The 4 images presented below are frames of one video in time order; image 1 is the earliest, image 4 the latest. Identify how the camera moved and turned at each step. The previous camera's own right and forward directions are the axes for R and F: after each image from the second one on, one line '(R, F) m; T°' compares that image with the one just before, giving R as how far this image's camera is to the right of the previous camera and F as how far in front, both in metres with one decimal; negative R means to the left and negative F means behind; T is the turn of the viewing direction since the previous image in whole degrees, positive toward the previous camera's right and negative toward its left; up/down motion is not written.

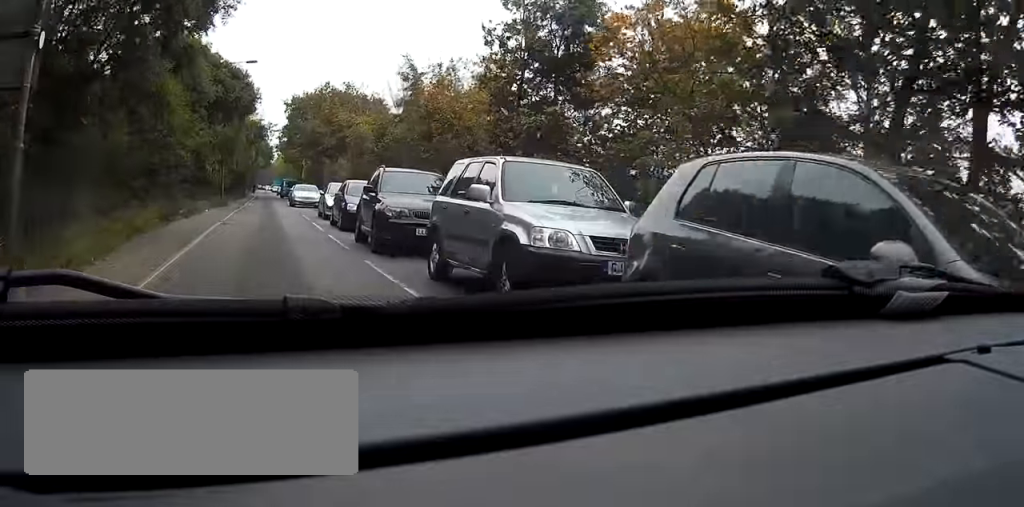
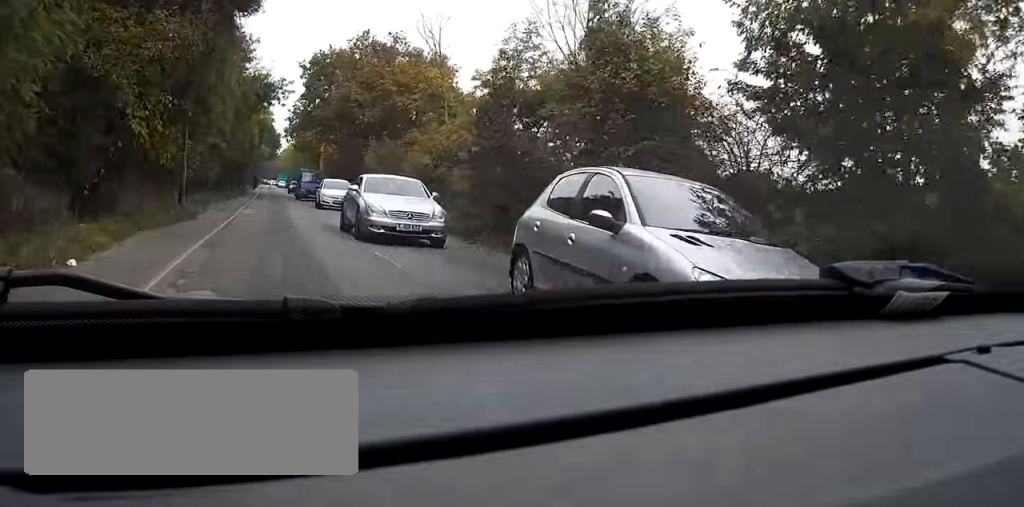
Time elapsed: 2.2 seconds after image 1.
(+0.9, +22.8) m; +2°
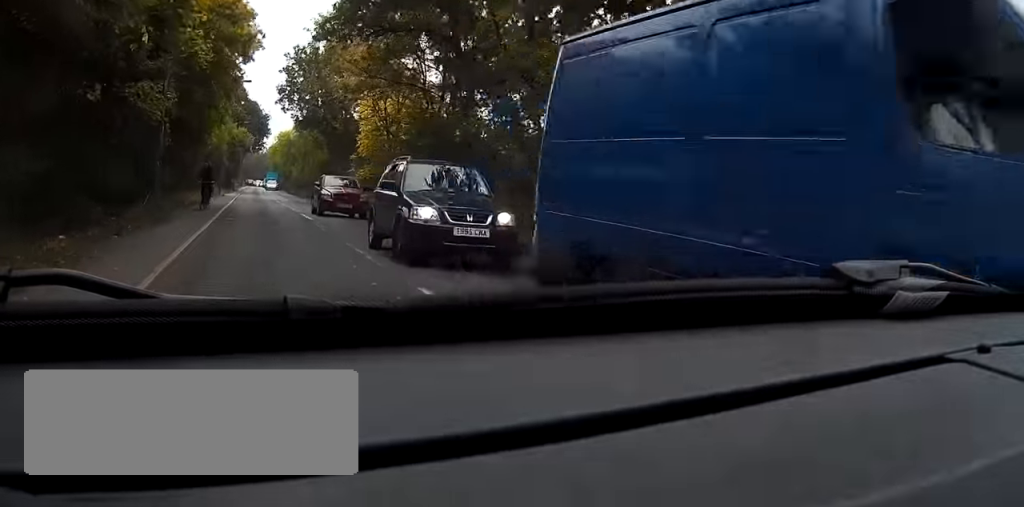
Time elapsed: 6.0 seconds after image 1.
(-1.0, +39.5) m; -2°
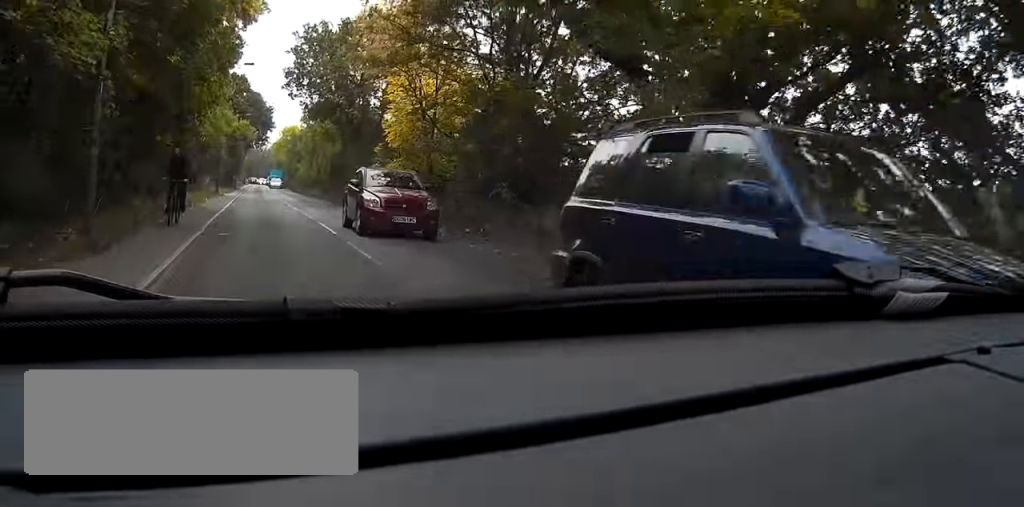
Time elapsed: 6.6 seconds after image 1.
(0.0, +6.9) m; 0°
